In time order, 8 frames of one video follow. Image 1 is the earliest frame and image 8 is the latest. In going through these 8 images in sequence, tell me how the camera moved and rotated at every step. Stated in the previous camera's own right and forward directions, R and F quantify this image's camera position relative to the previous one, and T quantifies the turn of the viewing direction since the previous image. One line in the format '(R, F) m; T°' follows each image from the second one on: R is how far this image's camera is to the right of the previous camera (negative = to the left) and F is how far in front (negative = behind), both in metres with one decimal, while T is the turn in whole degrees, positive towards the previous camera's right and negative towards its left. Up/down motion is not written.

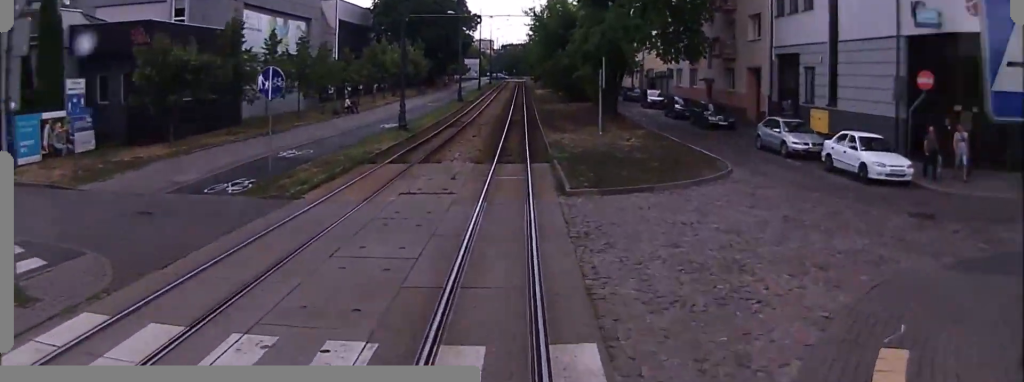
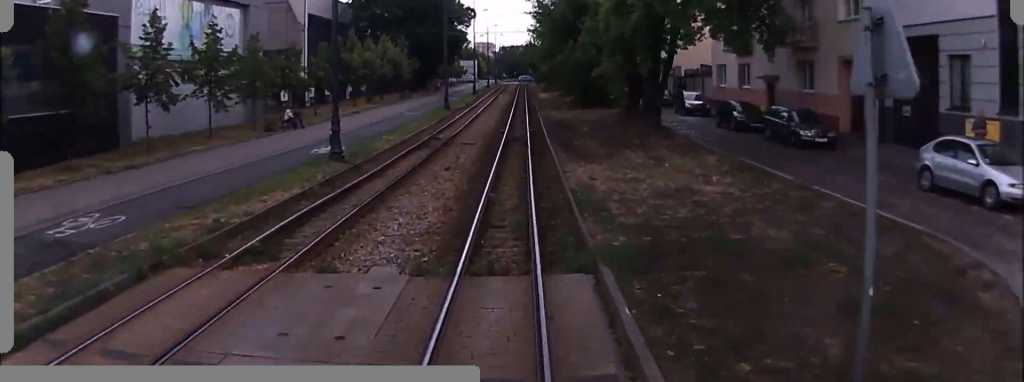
(-0.2, +12.4) m; -2°
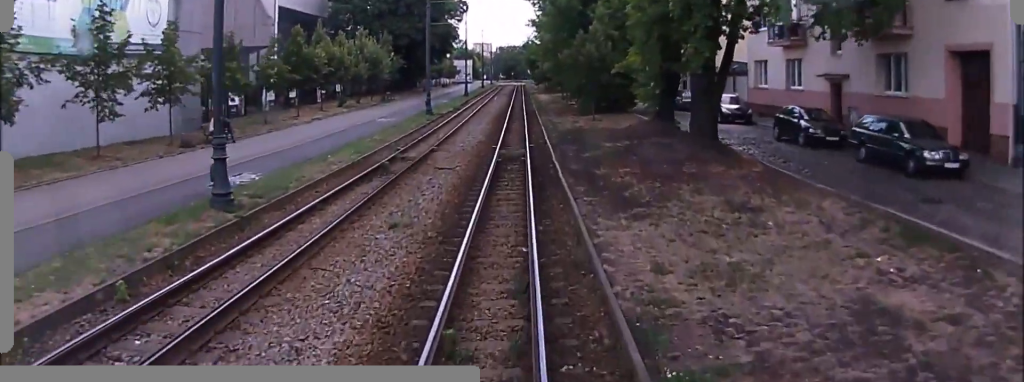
(0.0, +8.3) m; +1°
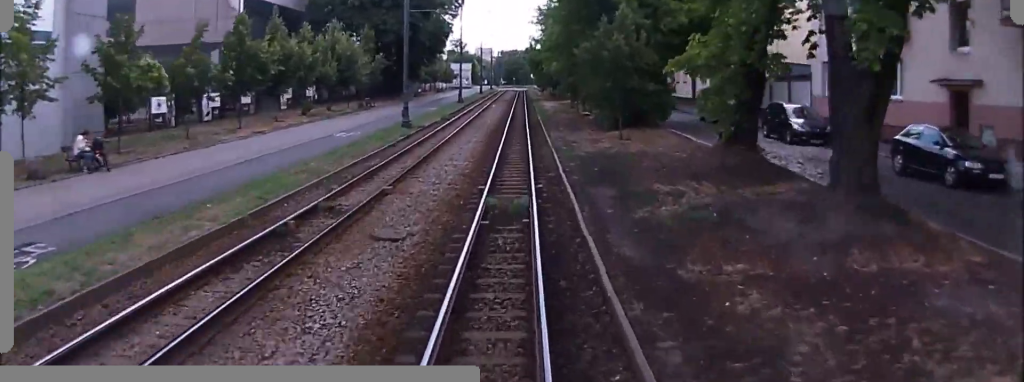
(+0.1, +8.9) m; +1°
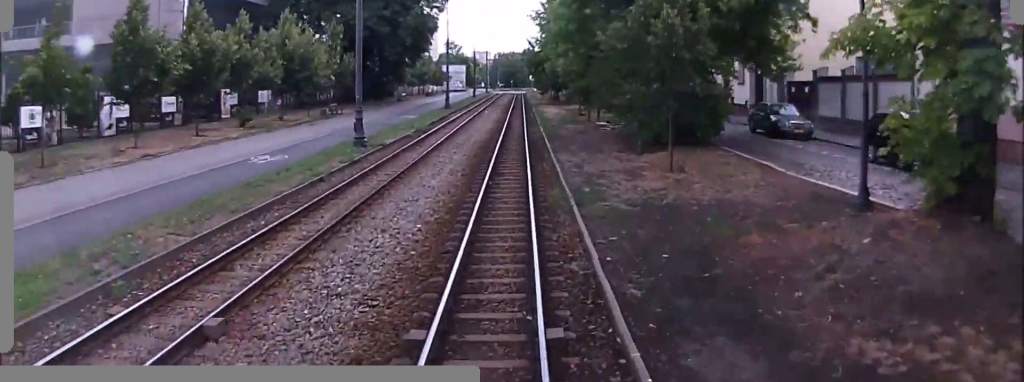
(0.0, +9.2) m; 0°
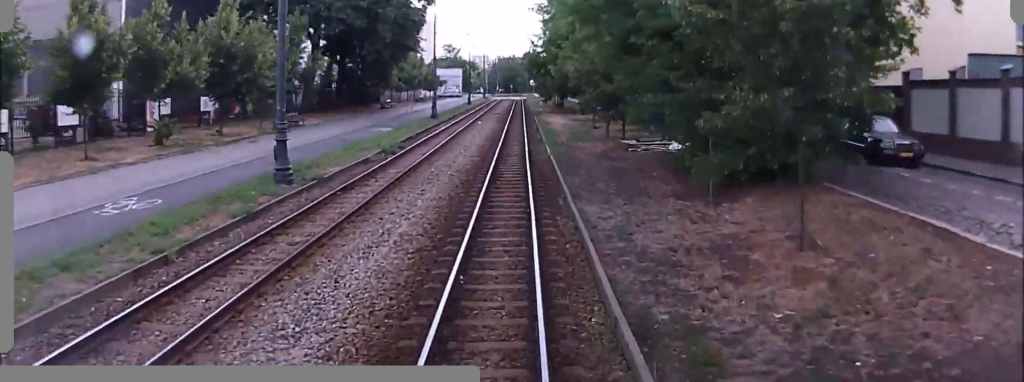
(0.0, +8.2) m; 0°
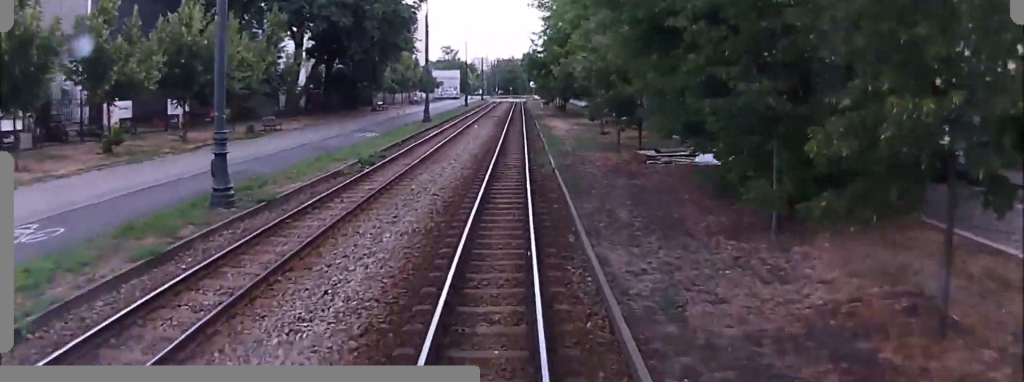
(0.0, +3.6) m; 0°
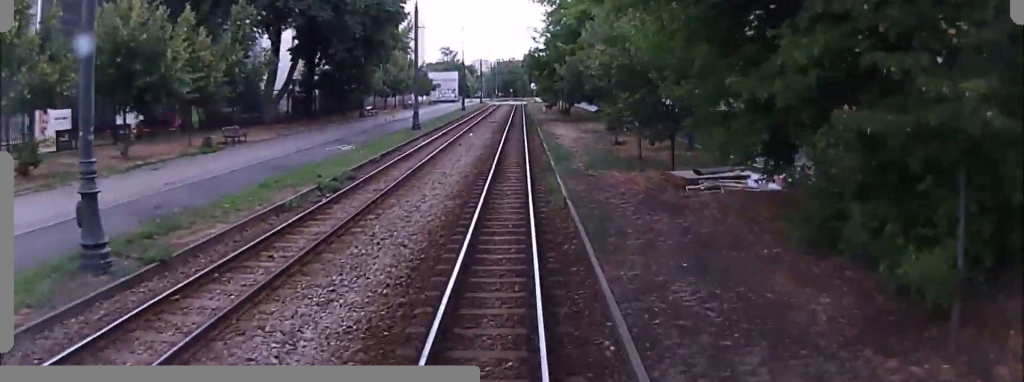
(0.0, +4.7) m; 0°
